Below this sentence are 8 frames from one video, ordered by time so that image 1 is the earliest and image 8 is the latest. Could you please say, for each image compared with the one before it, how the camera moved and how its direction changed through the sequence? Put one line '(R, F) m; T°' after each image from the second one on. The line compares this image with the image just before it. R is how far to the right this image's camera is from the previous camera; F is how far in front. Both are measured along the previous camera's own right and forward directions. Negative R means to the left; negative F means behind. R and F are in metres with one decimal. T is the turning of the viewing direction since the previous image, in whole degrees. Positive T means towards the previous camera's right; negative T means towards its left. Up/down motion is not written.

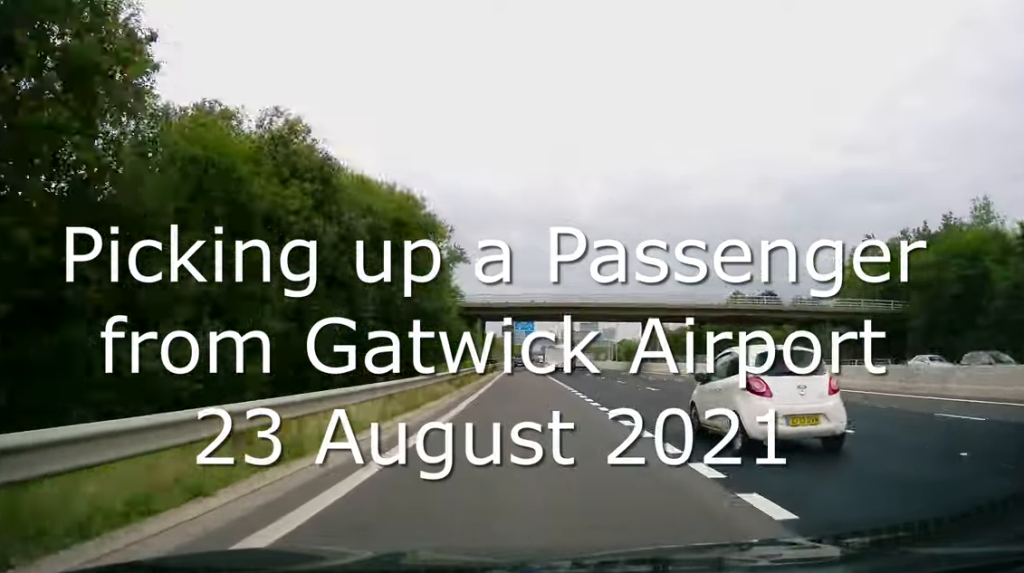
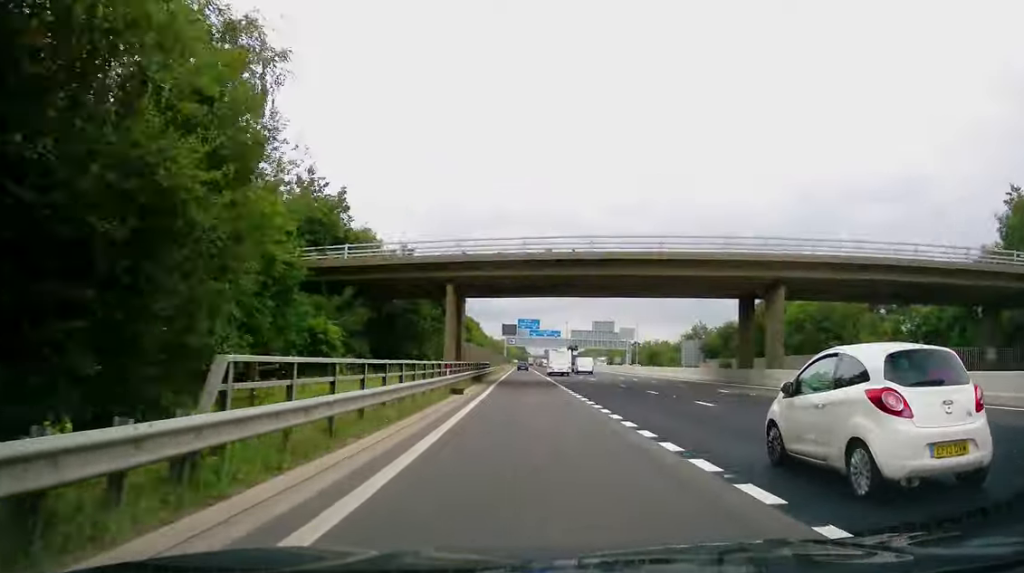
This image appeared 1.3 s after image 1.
(-0.3, +35.1) m; -1°
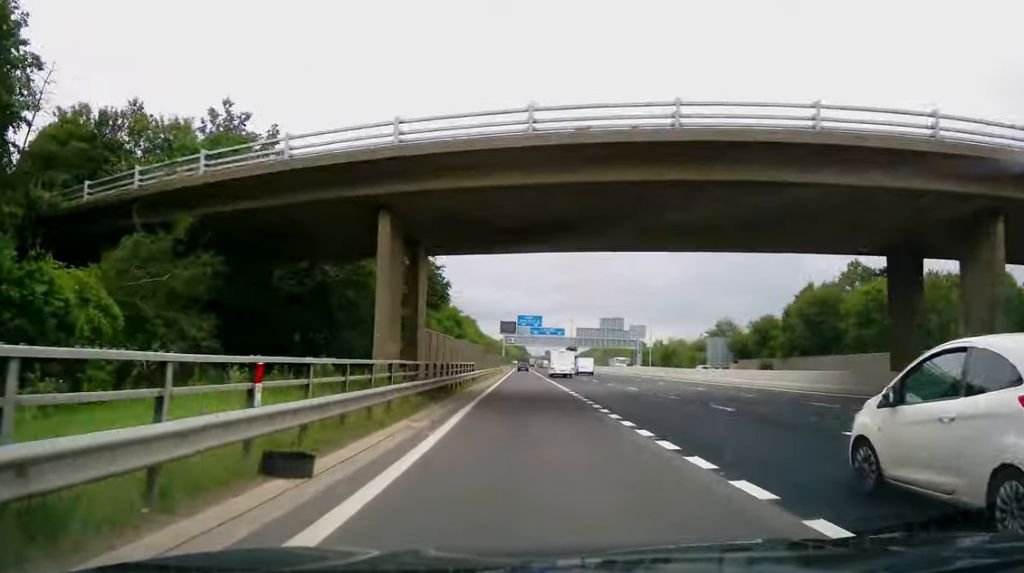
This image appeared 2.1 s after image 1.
(0.0, +19.1) m; +1°
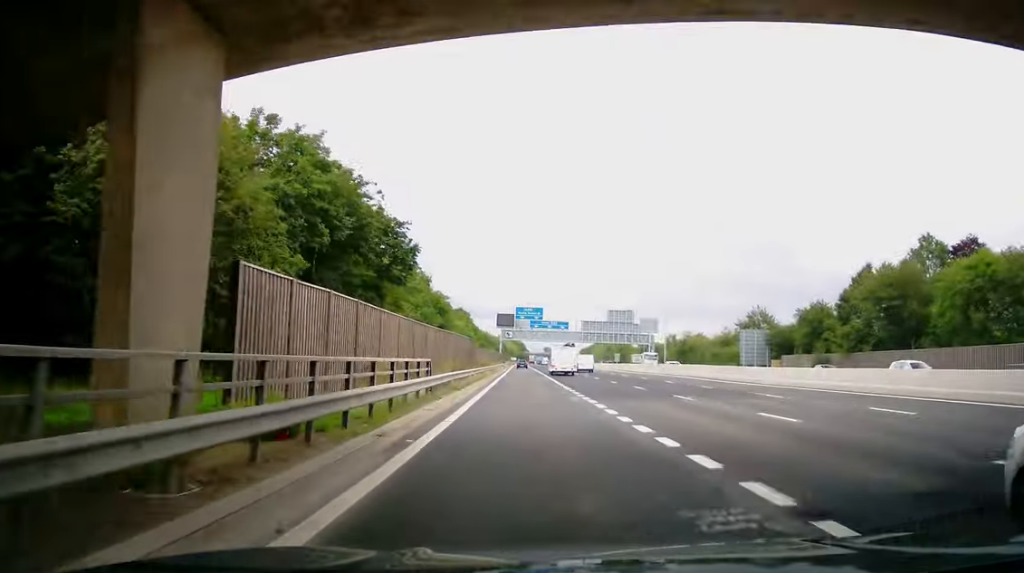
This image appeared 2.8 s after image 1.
(+0.1, +19.2) m; 0°
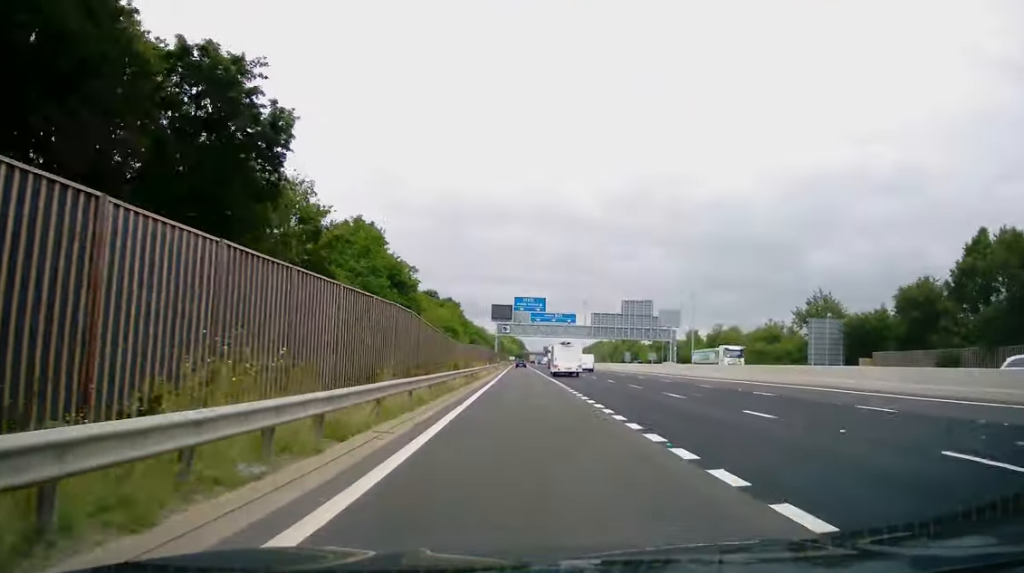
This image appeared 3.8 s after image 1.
(+0.1, +25.4) m; 0°
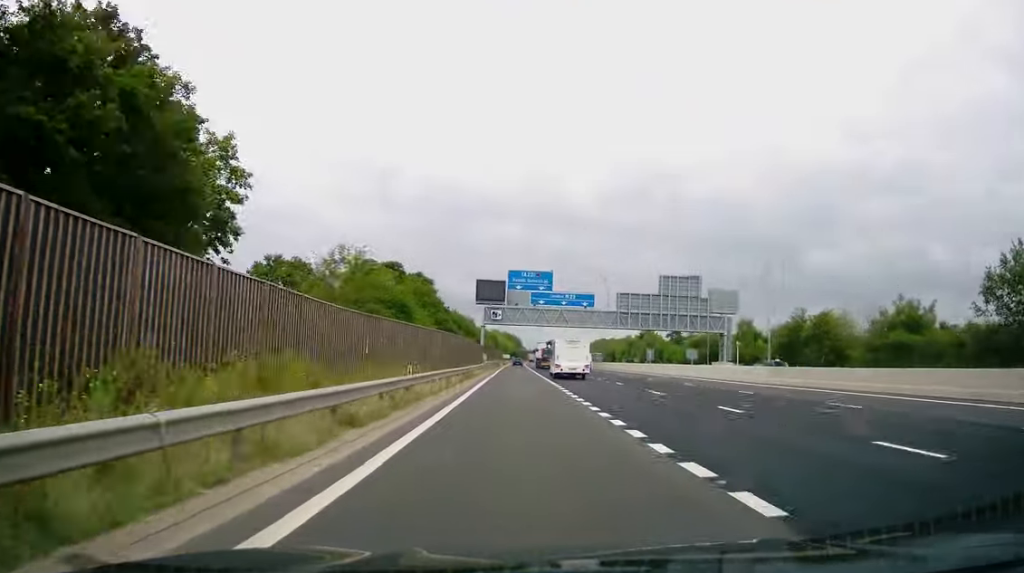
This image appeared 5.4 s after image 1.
(-0.4, +42.2) m; 0°
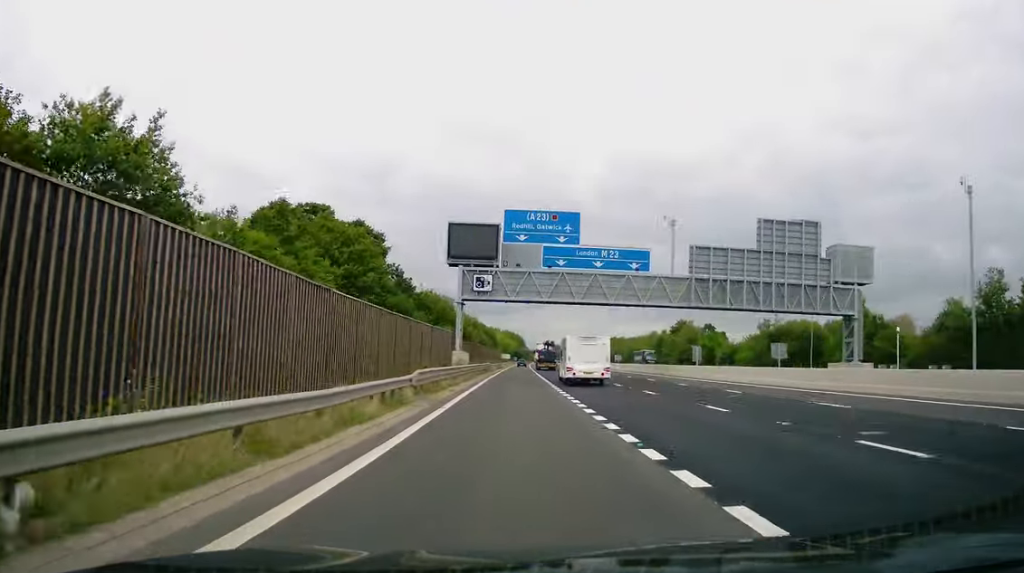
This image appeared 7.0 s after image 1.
(+0.5, +43.7) m; 0°
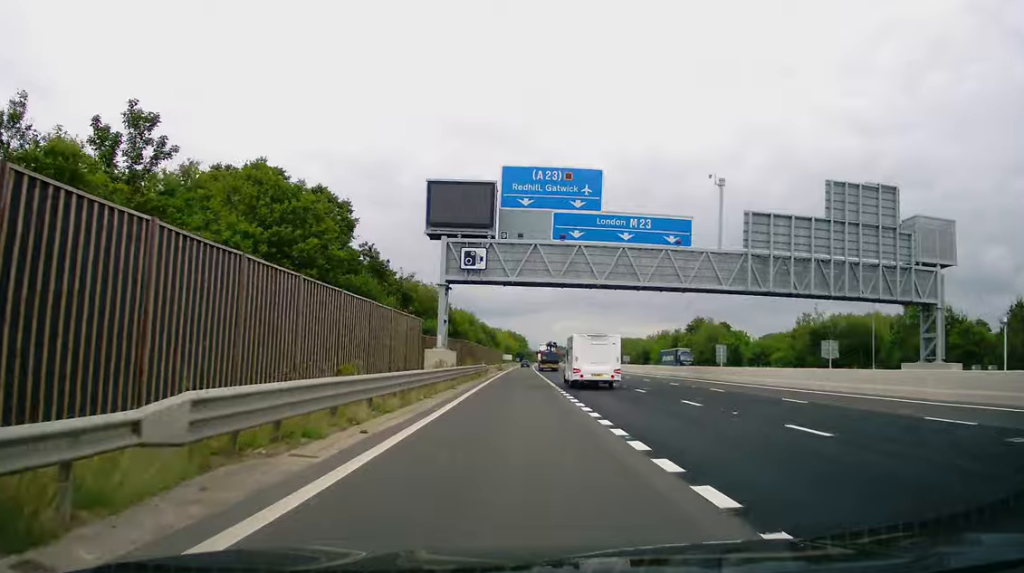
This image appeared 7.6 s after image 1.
(-0.1, +14.8) m; 0°
